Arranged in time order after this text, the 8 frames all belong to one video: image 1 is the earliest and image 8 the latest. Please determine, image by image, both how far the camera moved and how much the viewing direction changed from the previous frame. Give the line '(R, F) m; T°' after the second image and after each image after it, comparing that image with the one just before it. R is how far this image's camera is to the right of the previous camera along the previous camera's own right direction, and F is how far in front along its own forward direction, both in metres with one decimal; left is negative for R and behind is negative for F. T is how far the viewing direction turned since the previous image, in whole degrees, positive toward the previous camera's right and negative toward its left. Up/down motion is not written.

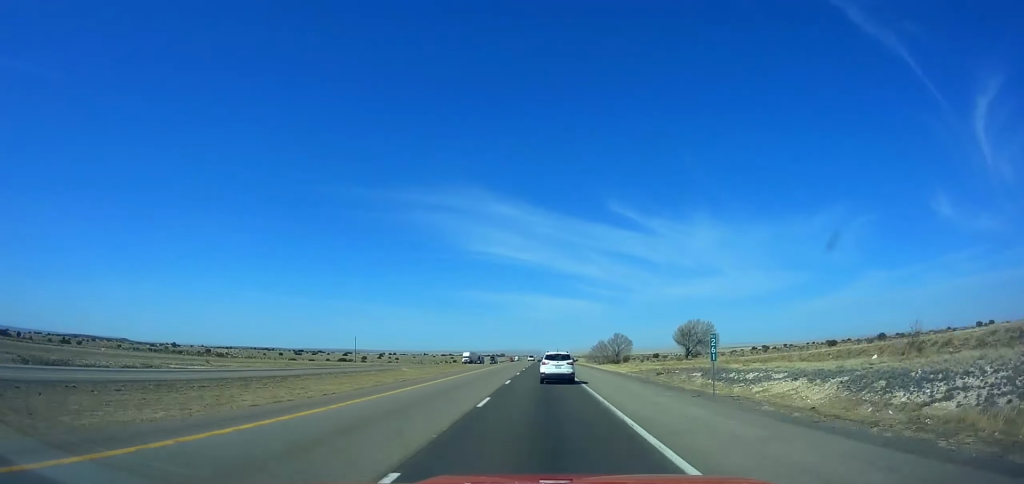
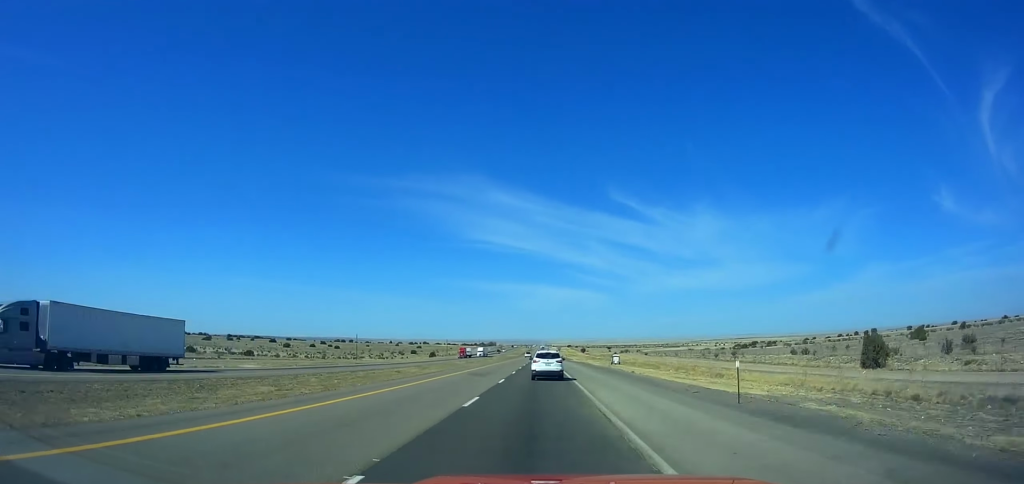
(0.0, +170.1) m; 0°
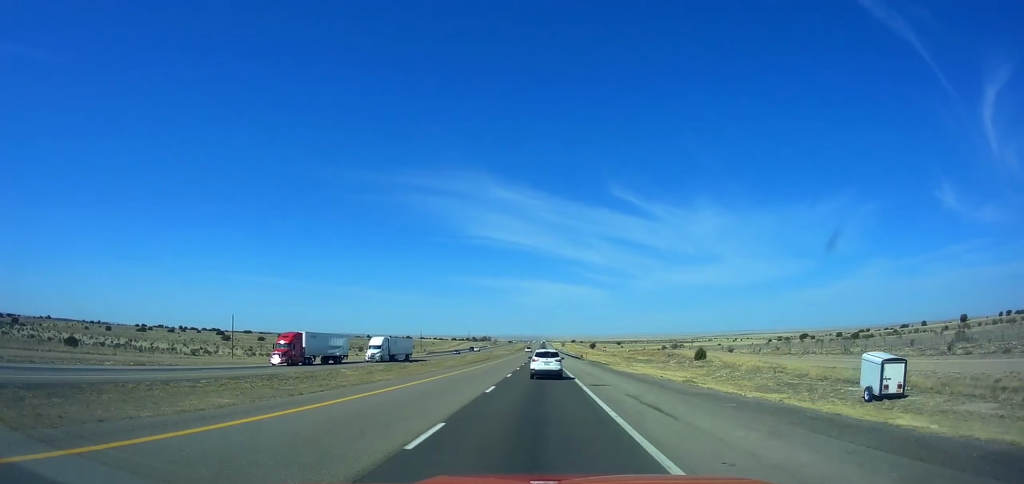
(+0.2, +79.6) m; 0°
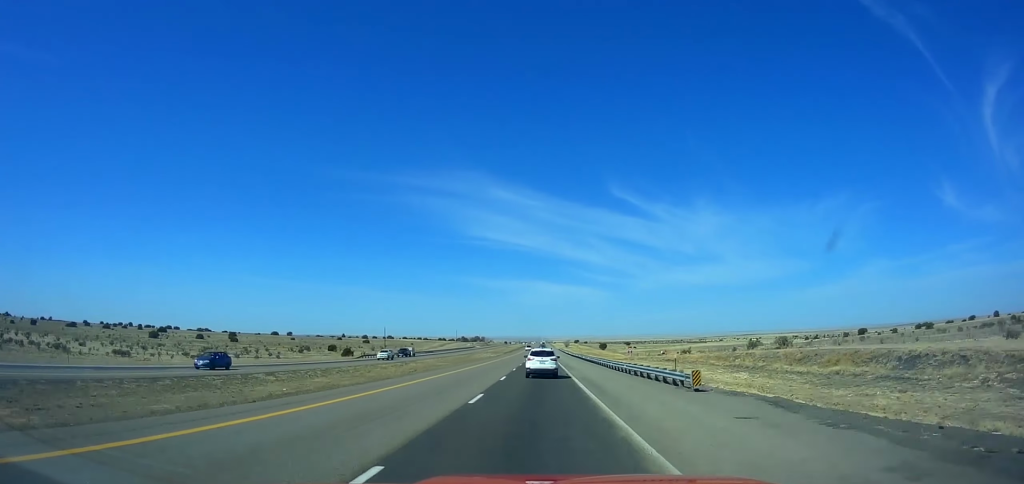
(0.0, +65.0) m; 0°
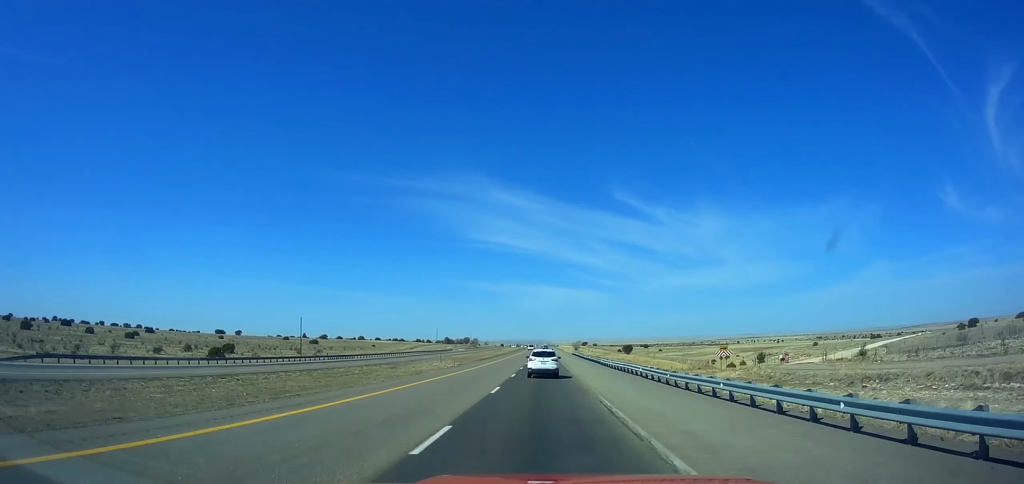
(0.0, +79.1) m; 0°
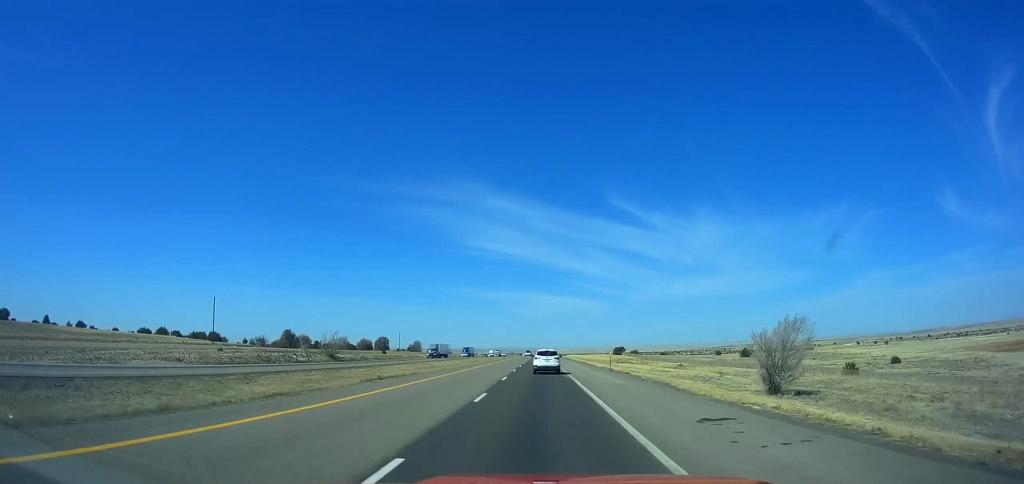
(+0.1, +221.6) m; 0°
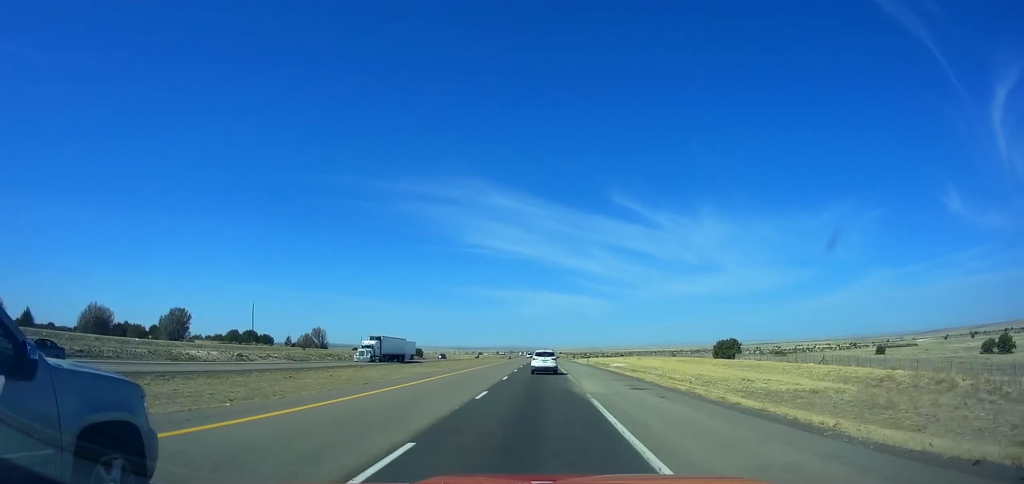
(-0.2, +132.2) m; 0°
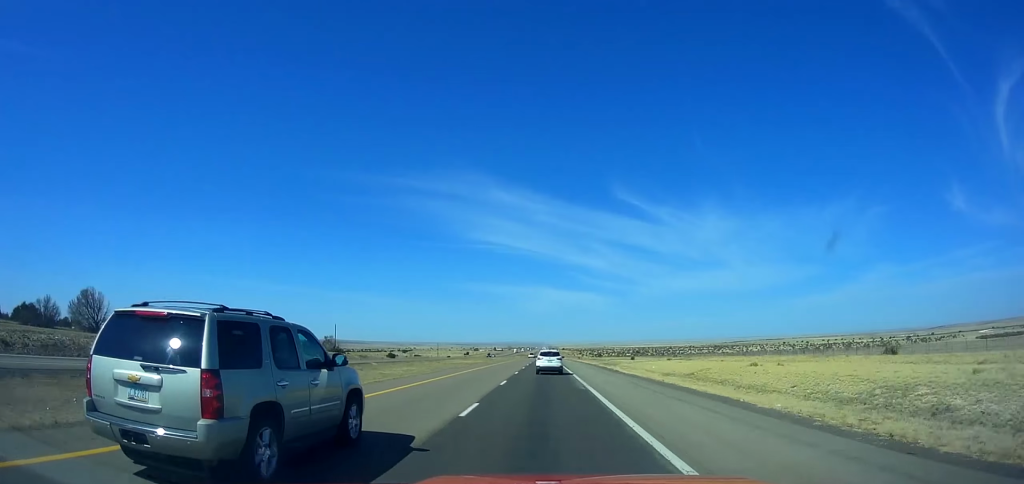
(-0.8, +89.7) m; 0°
